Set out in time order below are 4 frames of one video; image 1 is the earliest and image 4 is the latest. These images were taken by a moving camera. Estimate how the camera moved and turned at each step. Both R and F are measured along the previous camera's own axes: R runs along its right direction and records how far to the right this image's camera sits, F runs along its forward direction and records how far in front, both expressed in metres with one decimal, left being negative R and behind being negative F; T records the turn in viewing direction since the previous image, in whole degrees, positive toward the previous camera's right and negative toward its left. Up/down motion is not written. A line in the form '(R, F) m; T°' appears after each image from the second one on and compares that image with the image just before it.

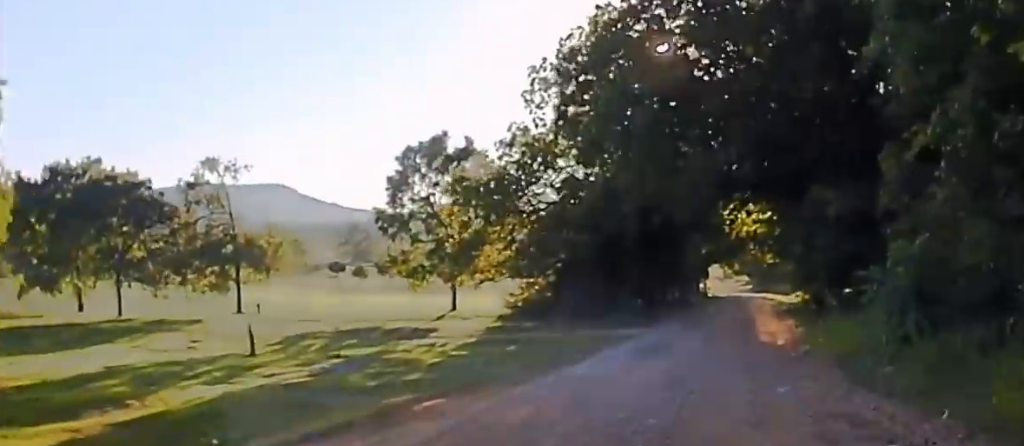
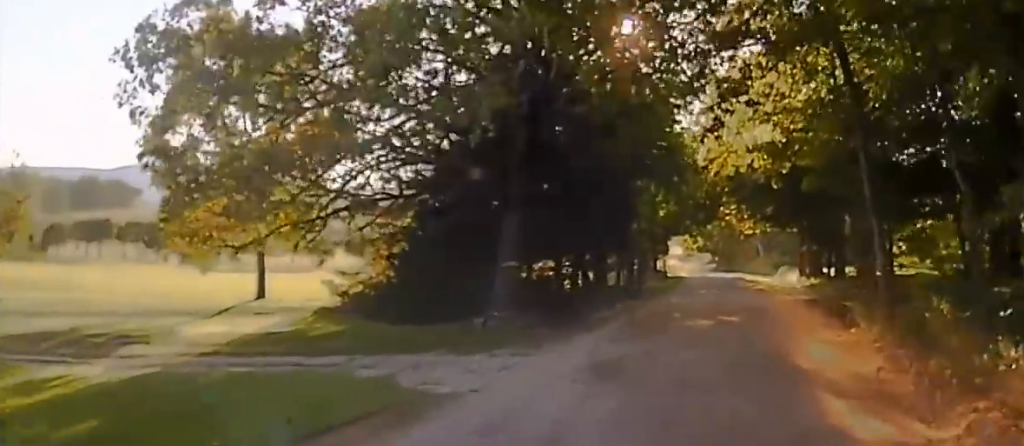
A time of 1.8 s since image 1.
(+0.2, +27.2) m; +2°
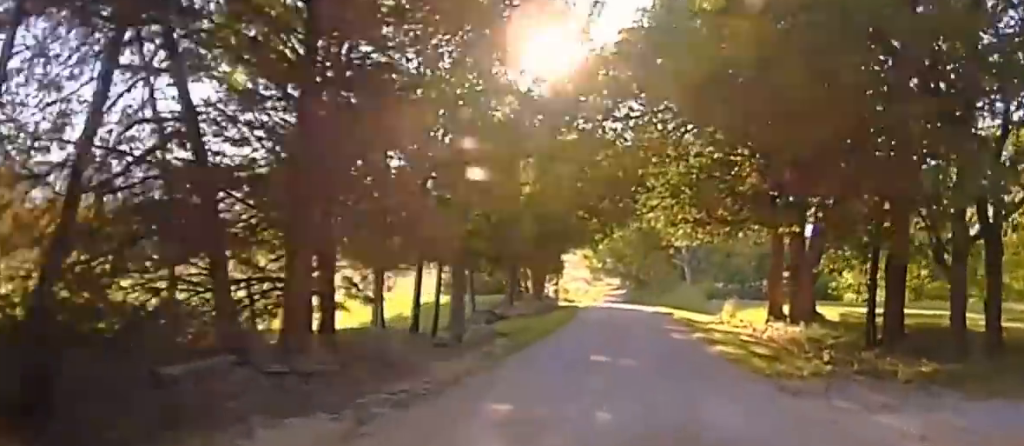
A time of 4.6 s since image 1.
(+0.5, +27.7) m; +9°
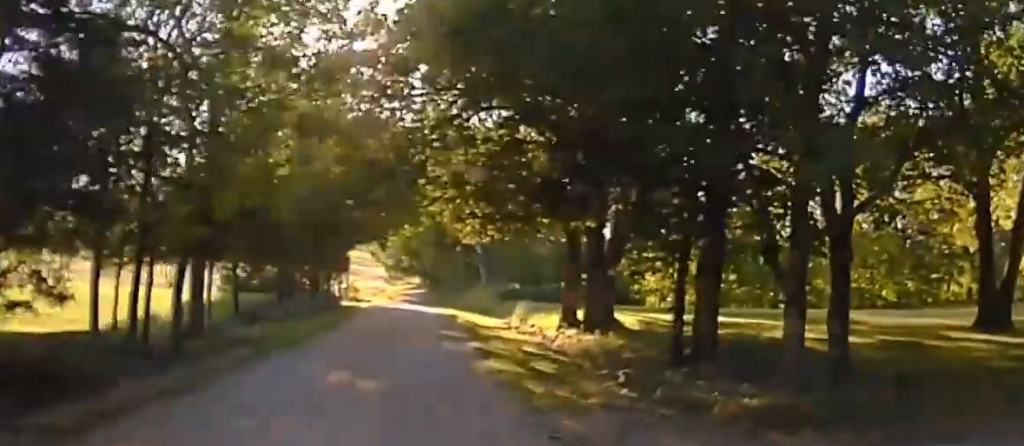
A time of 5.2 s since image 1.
(+0.1, +3.0) m; +9°
